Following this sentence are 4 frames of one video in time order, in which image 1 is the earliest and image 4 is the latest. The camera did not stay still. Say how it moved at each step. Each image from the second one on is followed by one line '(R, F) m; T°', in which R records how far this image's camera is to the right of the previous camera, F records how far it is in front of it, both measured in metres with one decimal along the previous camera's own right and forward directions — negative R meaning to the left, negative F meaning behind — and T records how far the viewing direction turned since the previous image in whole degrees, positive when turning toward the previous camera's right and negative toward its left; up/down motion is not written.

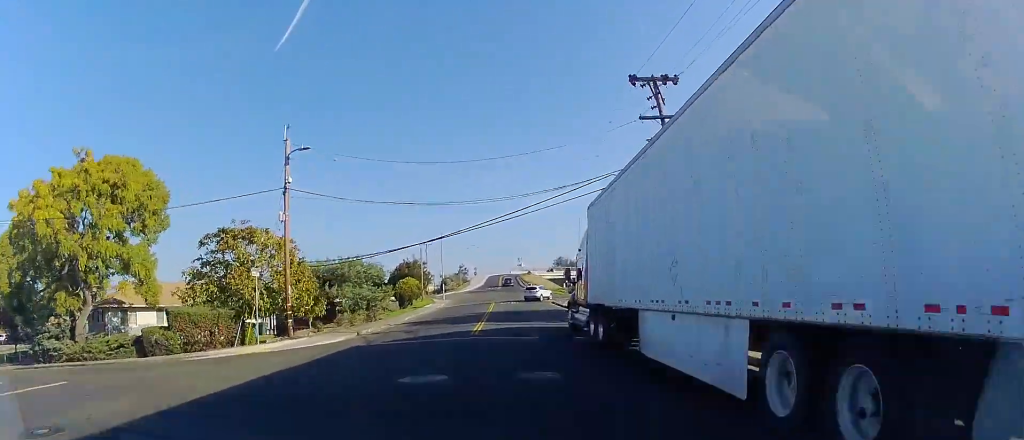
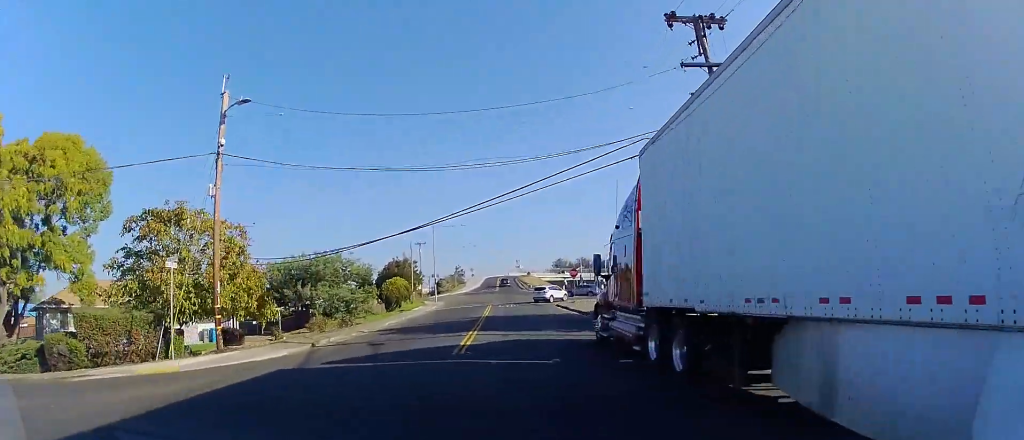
(0.0, +6.4) m; 0°
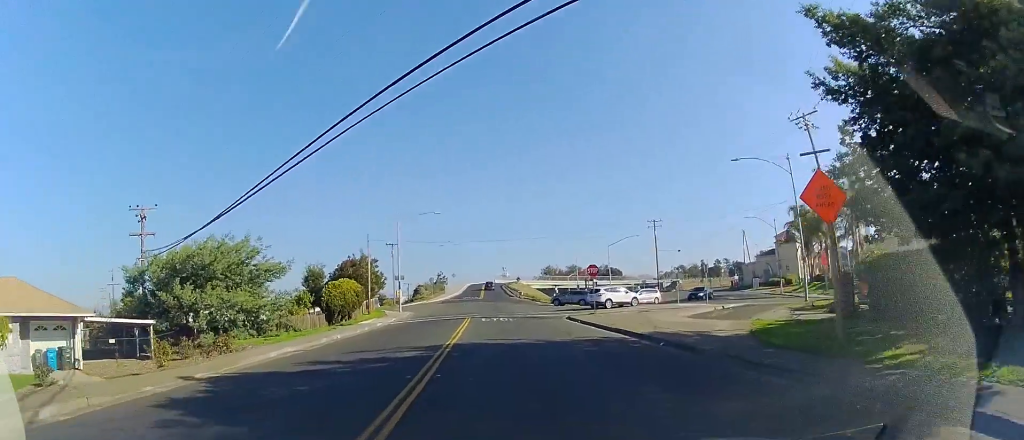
(+0.4, +15.9) m; +4°
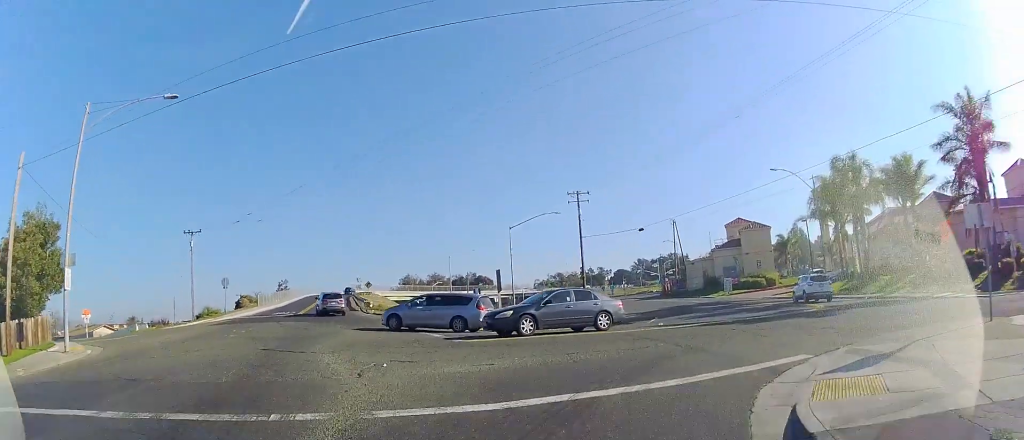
(+3.0, +33.1) m; +33°
